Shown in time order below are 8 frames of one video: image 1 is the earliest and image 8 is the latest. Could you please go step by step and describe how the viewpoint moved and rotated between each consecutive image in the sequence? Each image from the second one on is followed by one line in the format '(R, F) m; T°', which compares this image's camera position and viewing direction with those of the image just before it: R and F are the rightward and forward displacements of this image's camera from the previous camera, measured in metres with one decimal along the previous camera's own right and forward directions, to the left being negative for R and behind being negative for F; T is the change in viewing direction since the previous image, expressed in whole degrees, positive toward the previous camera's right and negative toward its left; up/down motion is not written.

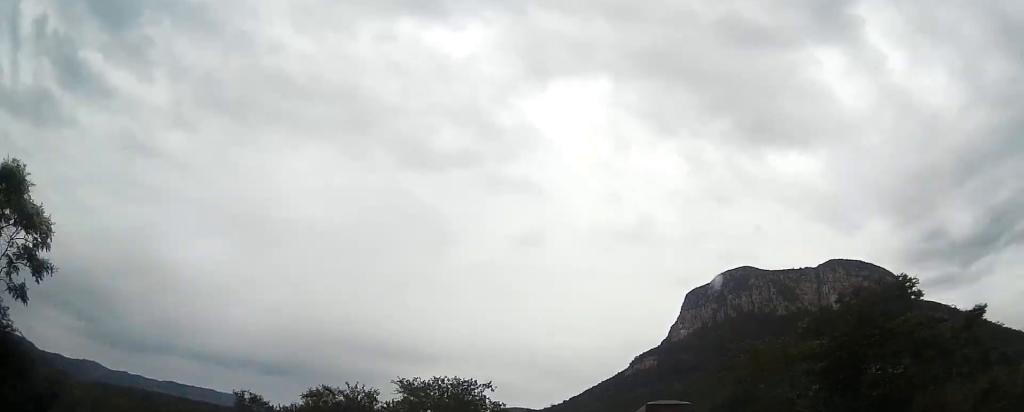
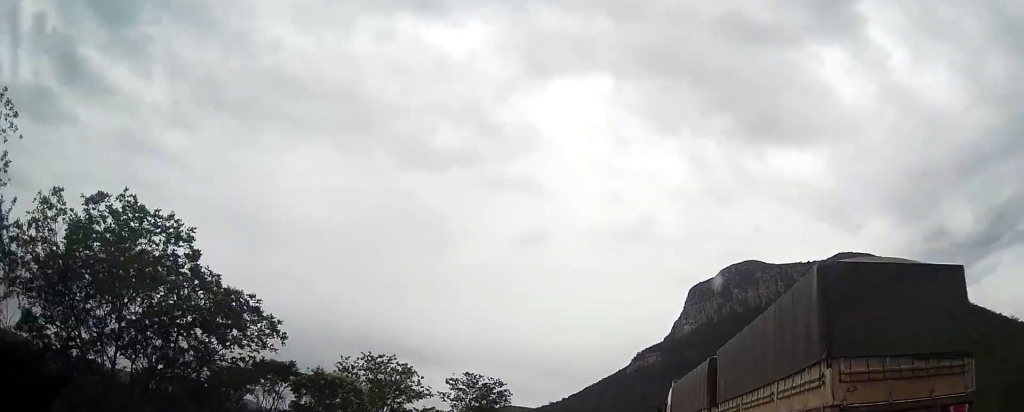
(0.0, +46.0) m; 0°
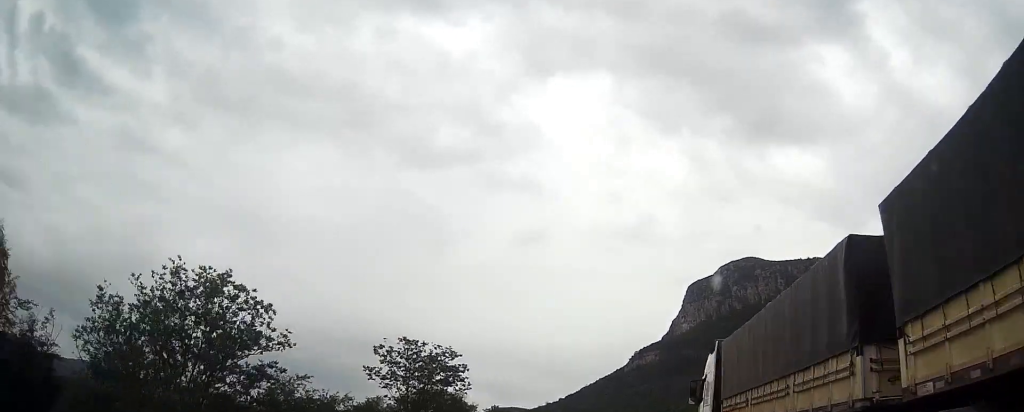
(-0.1, +15.7) m; 0°
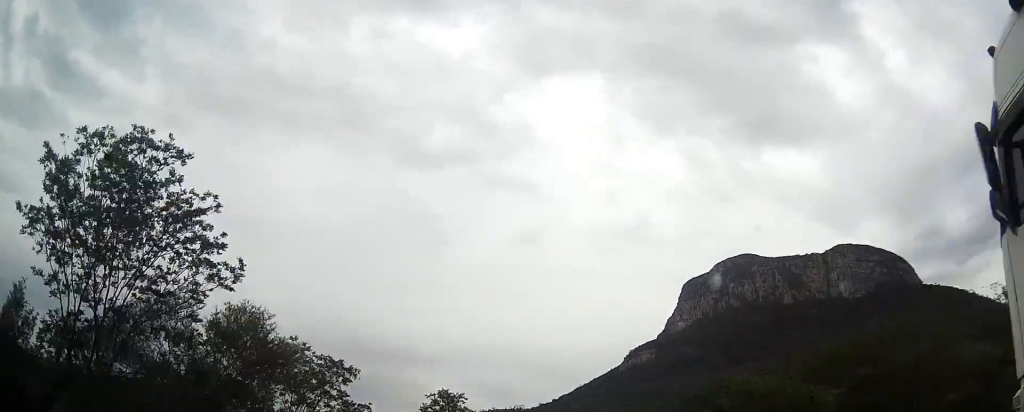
(-0.1, +24.9) m; 0°
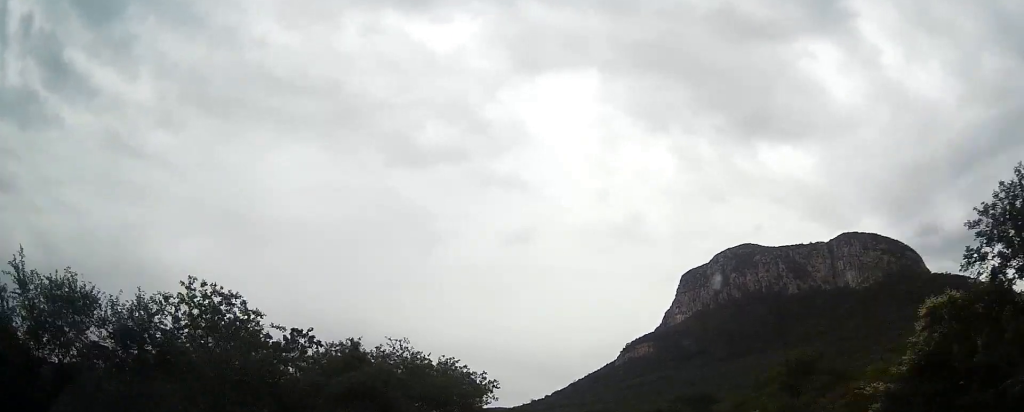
(+0.4, +54.2) m; +1°
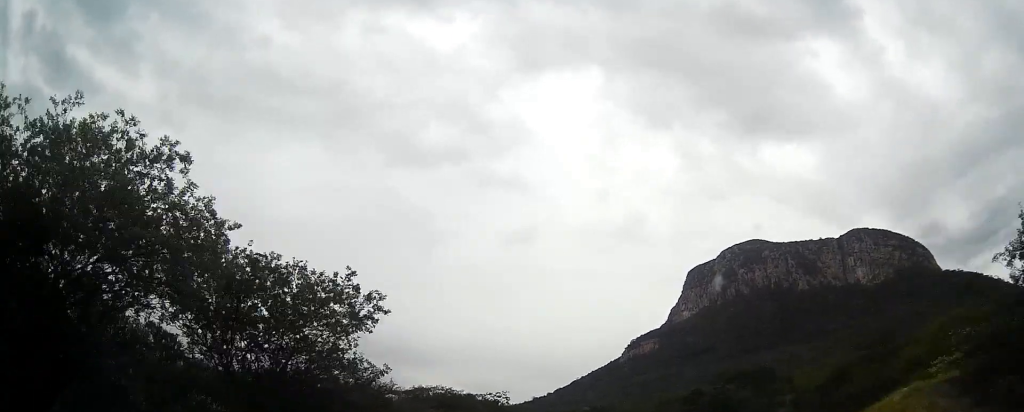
(+0.1, +29.0) m; 0°
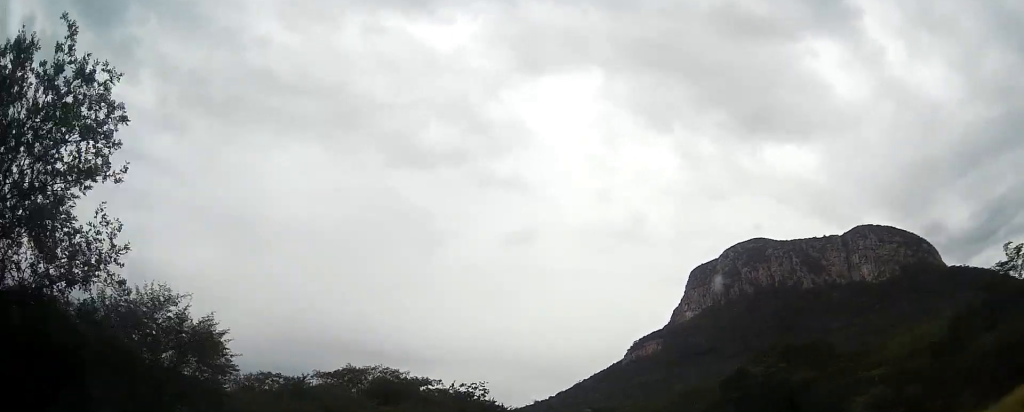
(0.0, +16.2) m; 0°
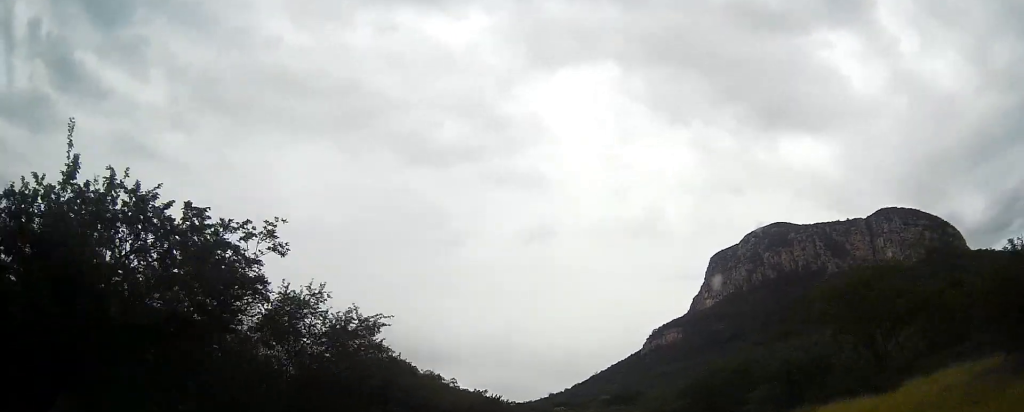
(0.0, +39.2) m; 0°
